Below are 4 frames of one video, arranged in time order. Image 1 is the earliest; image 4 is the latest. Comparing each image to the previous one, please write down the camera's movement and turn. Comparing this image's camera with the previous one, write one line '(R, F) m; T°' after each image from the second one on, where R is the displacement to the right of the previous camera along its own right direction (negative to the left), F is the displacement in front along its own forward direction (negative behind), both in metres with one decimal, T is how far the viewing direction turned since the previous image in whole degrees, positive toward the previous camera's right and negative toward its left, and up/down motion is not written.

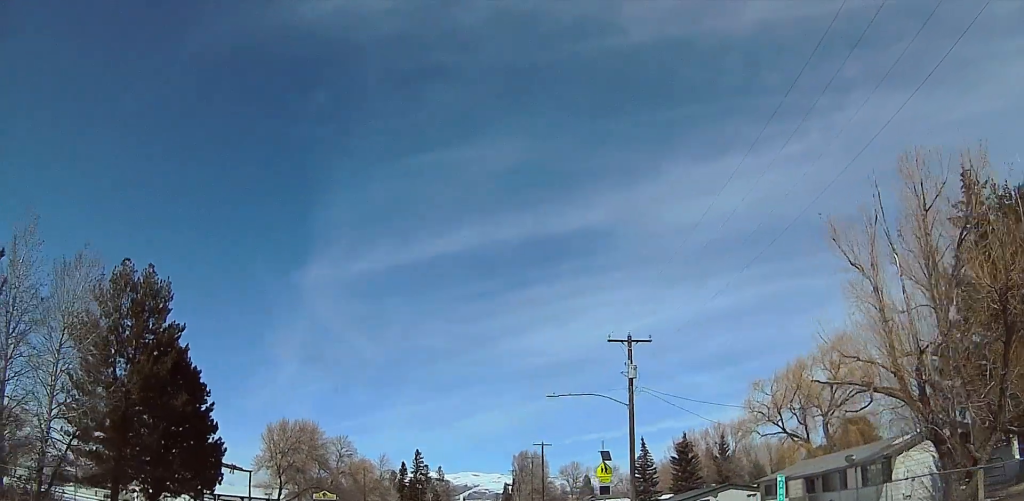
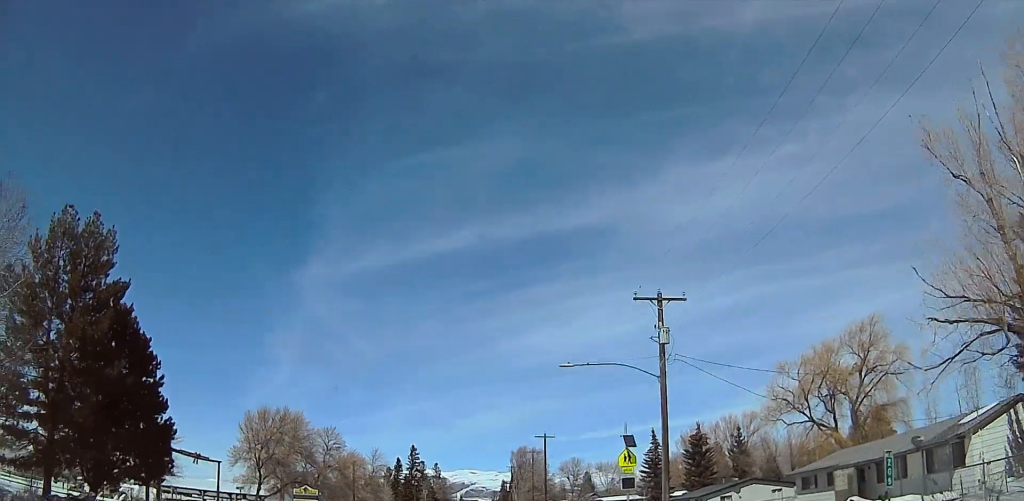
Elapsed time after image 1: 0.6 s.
(0.0, +6.7) m; 0°
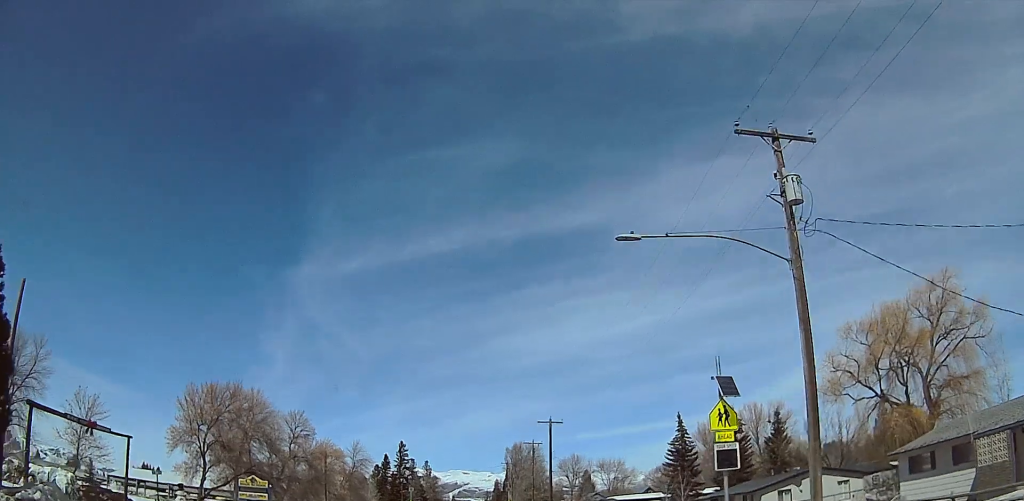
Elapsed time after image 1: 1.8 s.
(0.0, +13.1) m; 0°
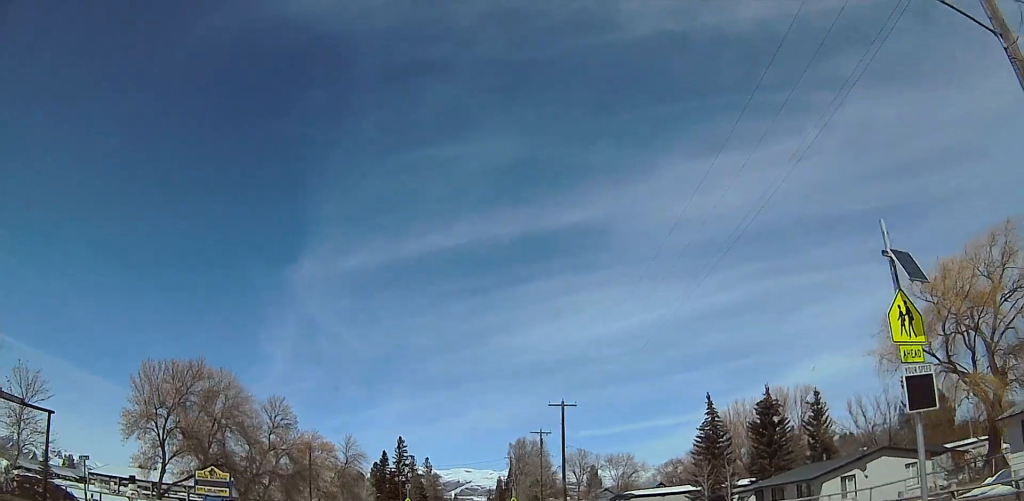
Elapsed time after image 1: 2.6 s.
(0.0, +8.4) m; 0°
